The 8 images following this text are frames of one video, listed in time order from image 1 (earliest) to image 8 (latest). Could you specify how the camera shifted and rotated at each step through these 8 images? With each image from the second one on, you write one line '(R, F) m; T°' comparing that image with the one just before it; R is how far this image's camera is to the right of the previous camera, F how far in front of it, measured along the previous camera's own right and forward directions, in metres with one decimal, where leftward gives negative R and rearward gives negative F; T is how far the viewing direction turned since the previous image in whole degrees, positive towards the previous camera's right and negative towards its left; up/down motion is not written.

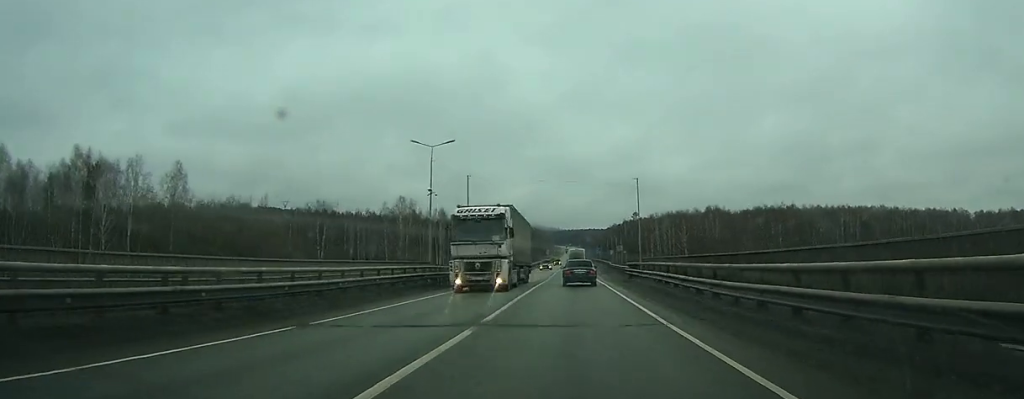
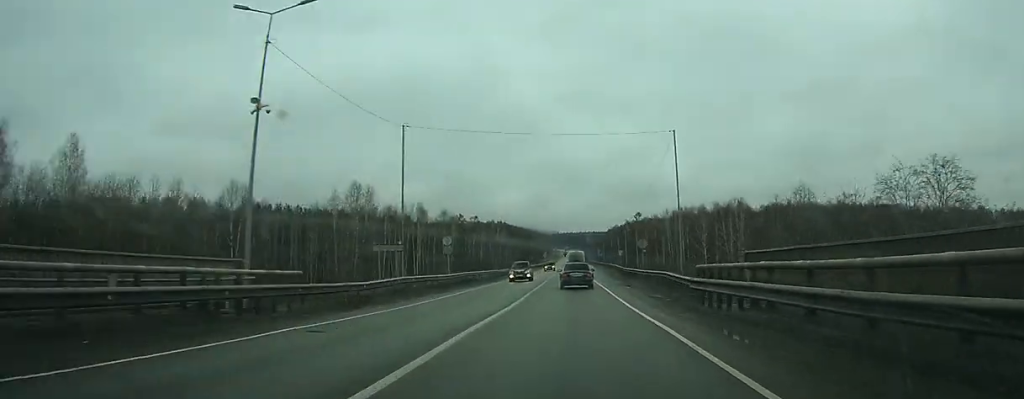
(0.0, +22.9) m; 0°
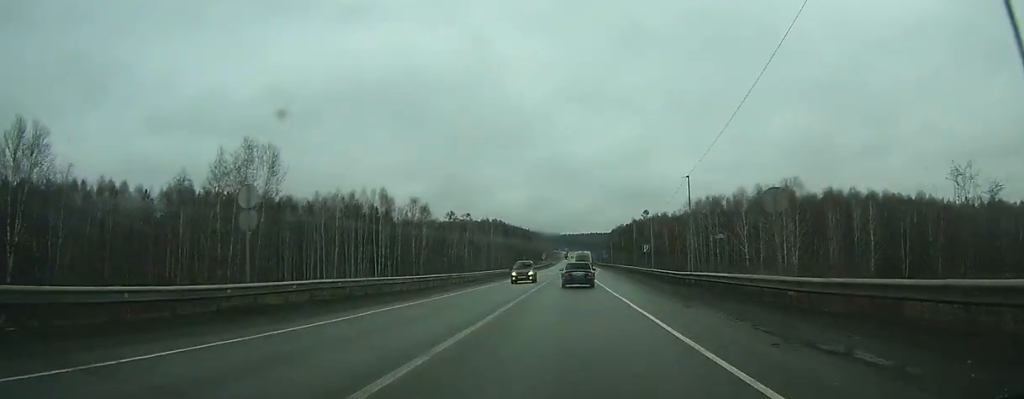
(-0.1, +29.7) m; 0°
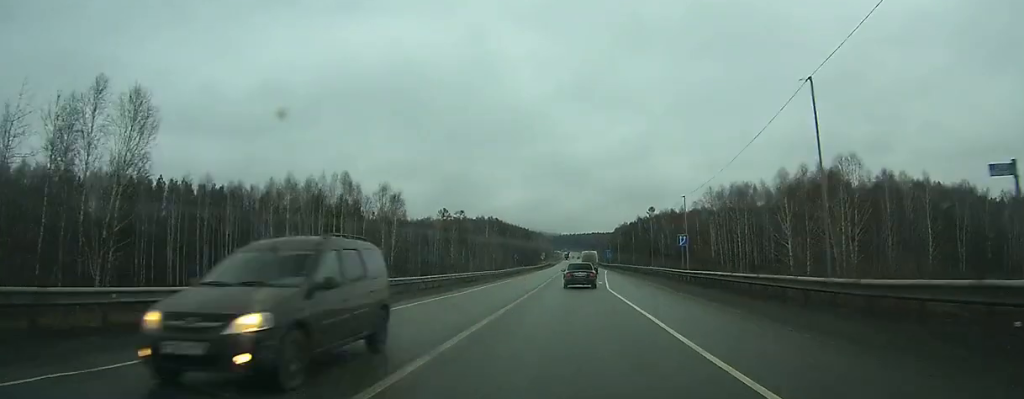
(0.0, +20.0) m; 0°
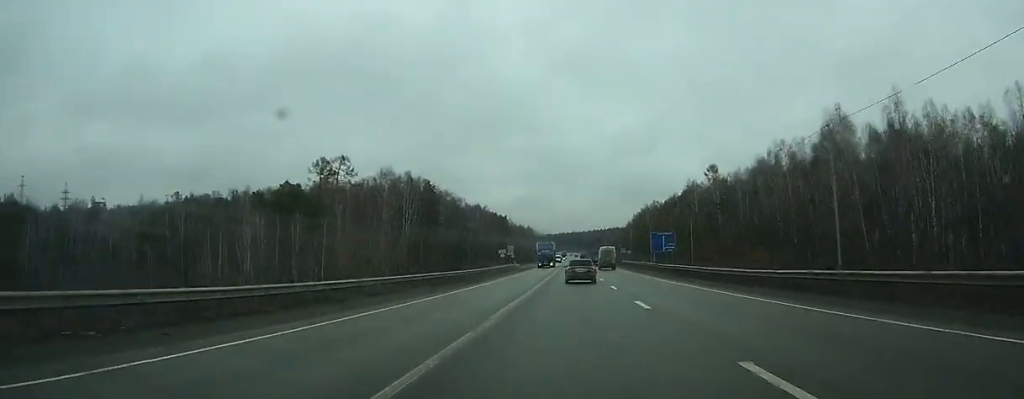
(-0.7, +144.3) m; 0°
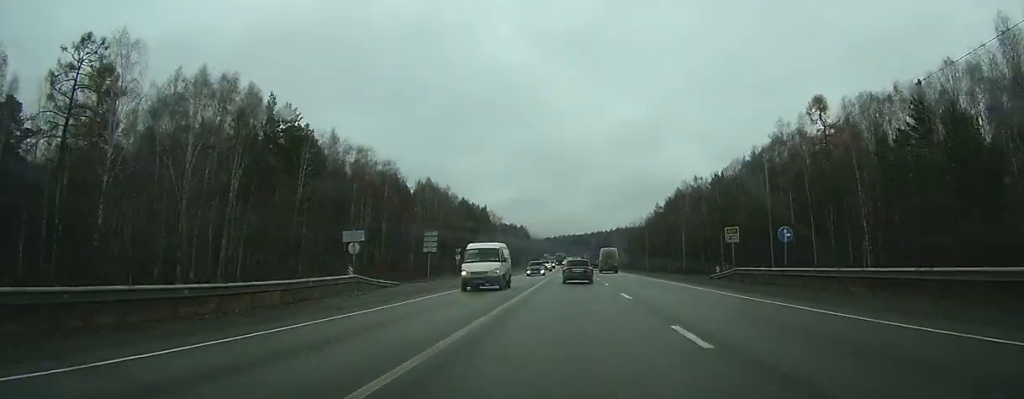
(+0.5, +78.9) m; +1°
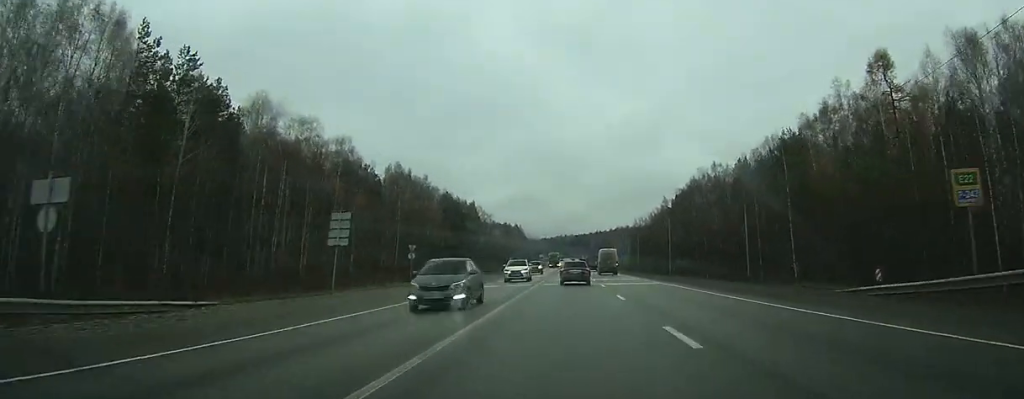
(0.0, +23.5) m; 0°
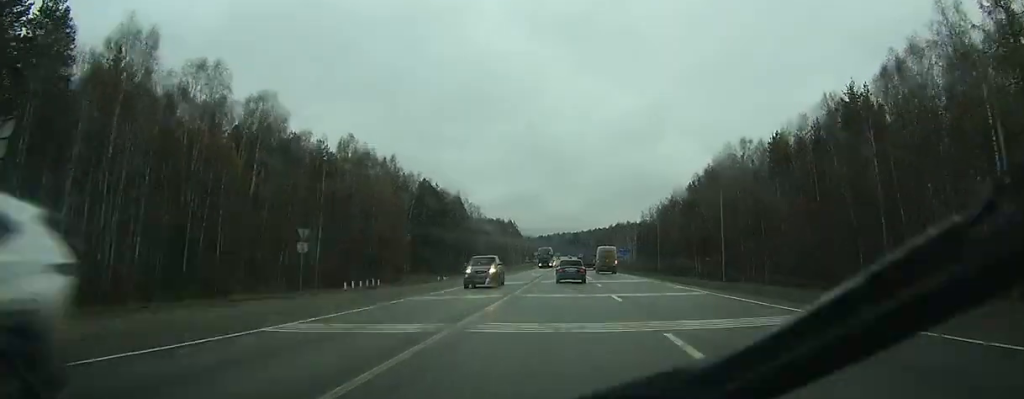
(+0.1, +25.3) m; 0°
